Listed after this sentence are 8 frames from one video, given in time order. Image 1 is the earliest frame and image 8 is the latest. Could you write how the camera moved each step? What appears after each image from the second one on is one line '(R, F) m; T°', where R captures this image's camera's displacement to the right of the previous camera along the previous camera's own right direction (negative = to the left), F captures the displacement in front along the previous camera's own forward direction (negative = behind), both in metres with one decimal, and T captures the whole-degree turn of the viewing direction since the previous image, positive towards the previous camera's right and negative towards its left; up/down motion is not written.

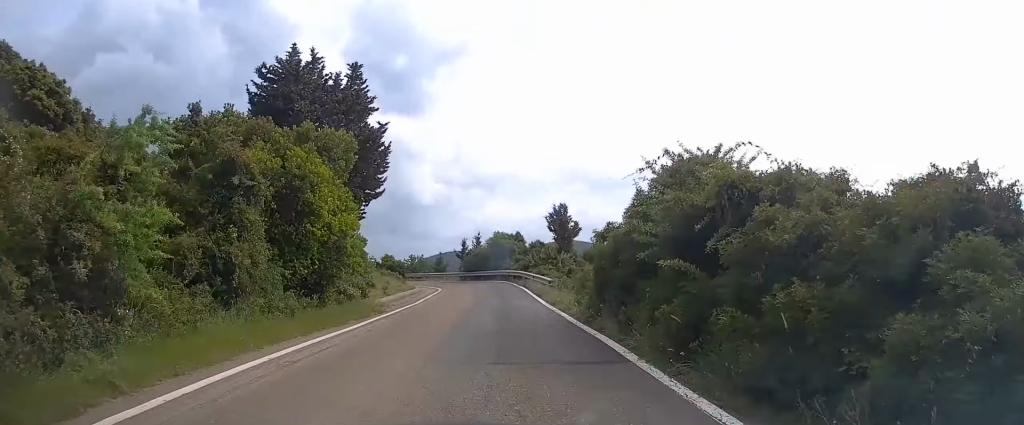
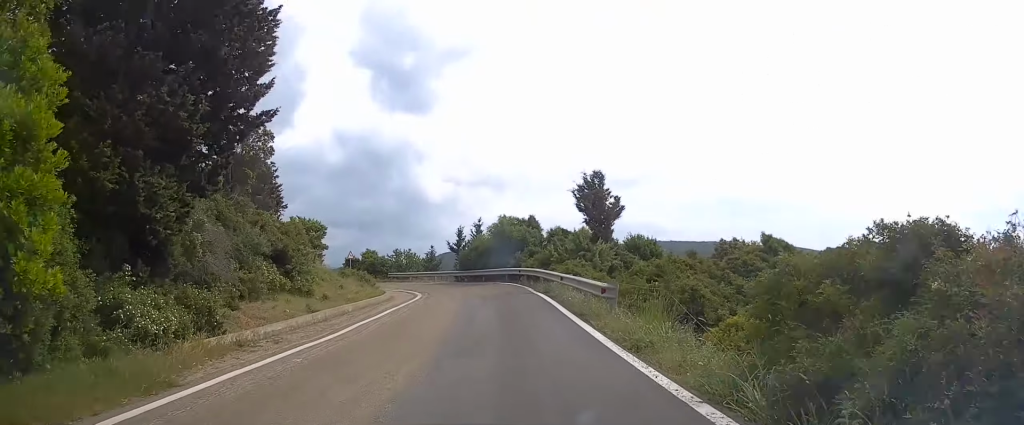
(+0.1, +13.5) m; 0°
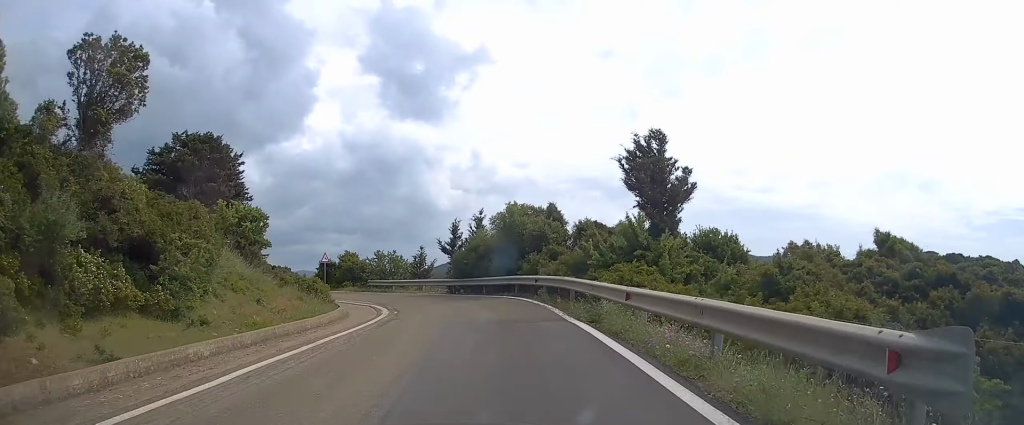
(-0.1, +10.5) m; -2°
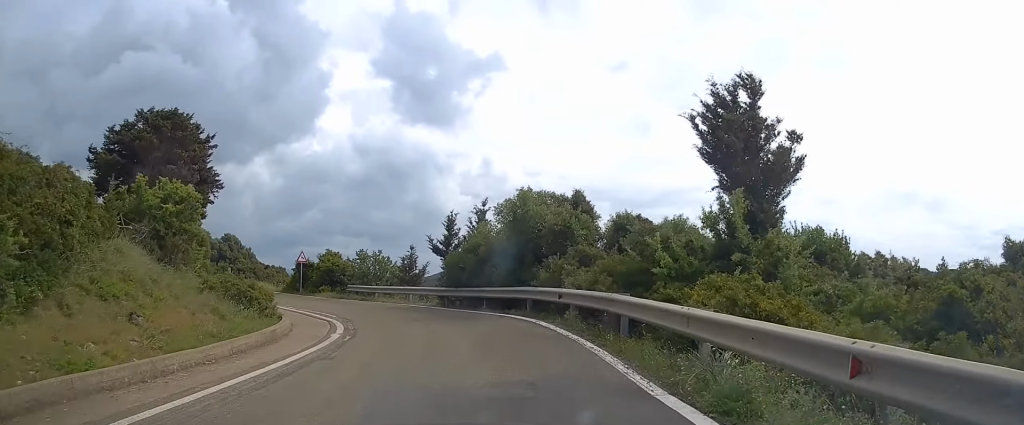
(0.0, +7.1) m; -2°
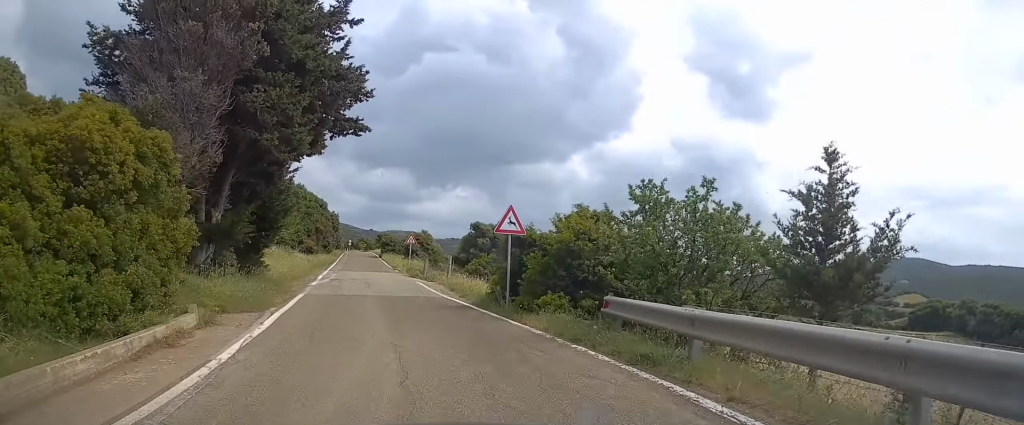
(-4.2, +23.7) m; -24°
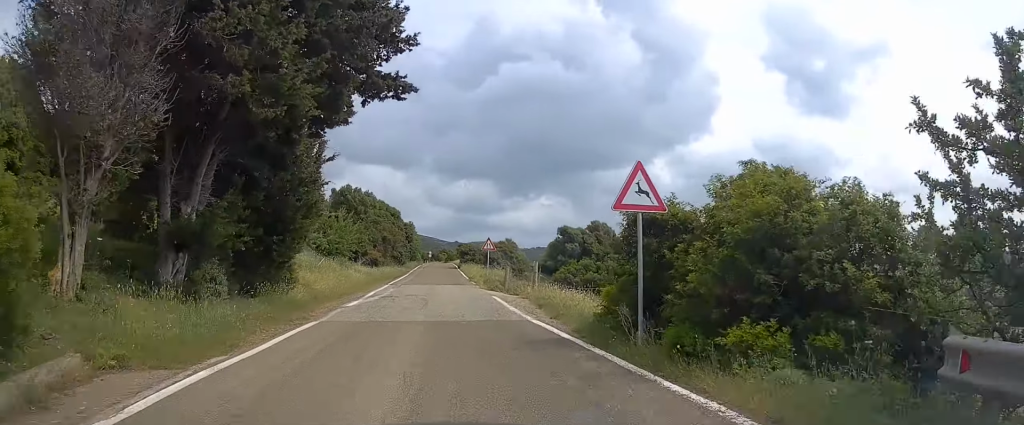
(-0.6, +7.0) m; -6°
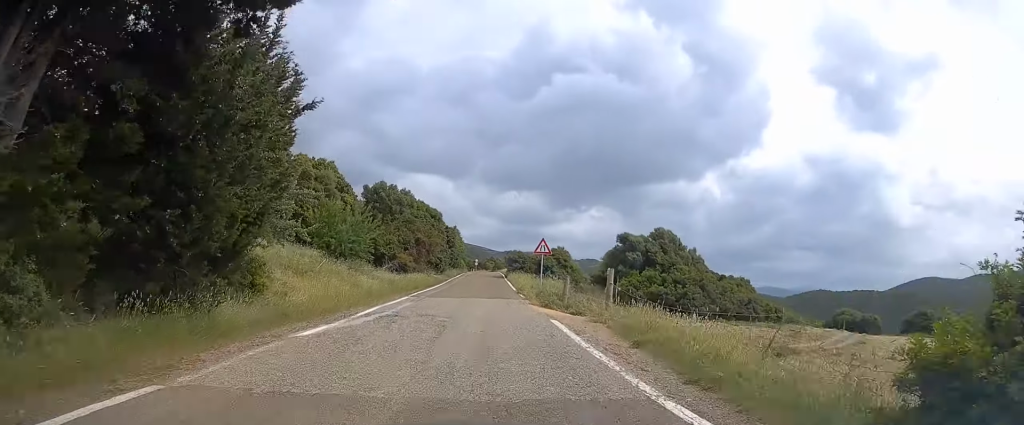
(-0.5, +8.3) m; -5°
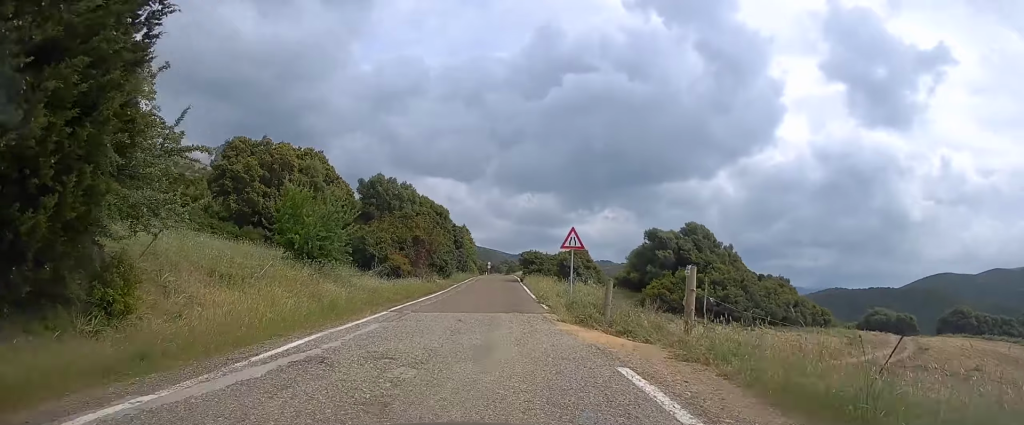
(-0.2, +7.6) m; -3°
